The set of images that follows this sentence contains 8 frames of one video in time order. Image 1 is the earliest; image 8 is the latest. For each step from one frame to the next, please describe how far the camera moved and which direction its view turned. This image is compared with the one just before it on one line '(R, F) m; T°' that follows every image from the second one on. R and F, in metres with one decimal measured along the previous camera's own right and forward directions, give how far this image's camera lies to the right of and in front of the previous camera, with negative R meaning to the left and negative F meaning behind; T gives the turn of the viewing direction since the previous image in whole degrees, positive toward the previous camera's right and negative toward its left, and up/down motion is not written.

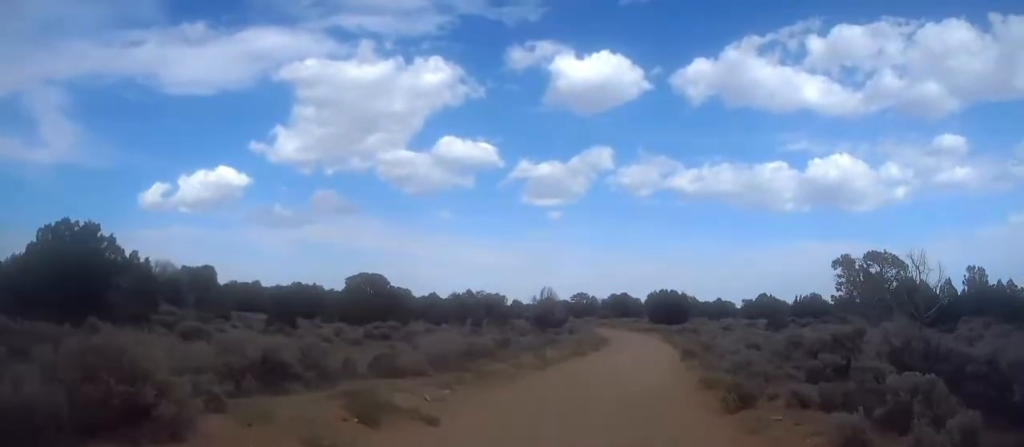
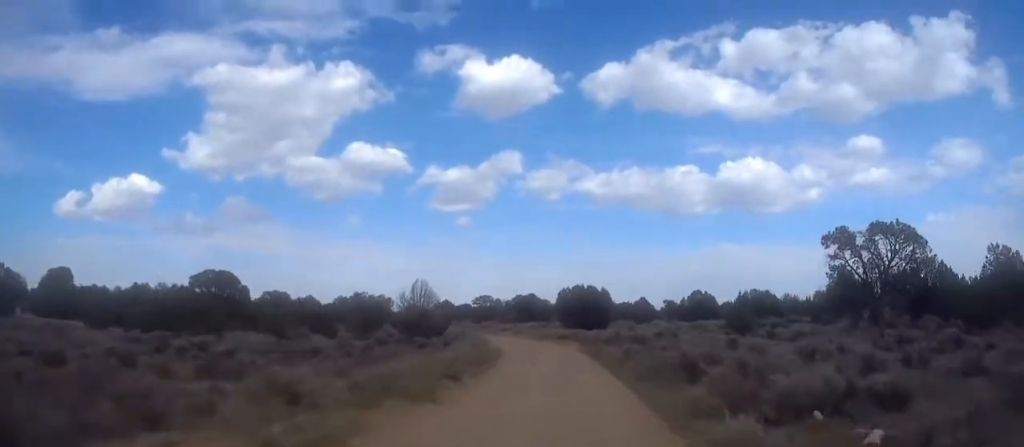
(+0.8, +24.8) m; +4°
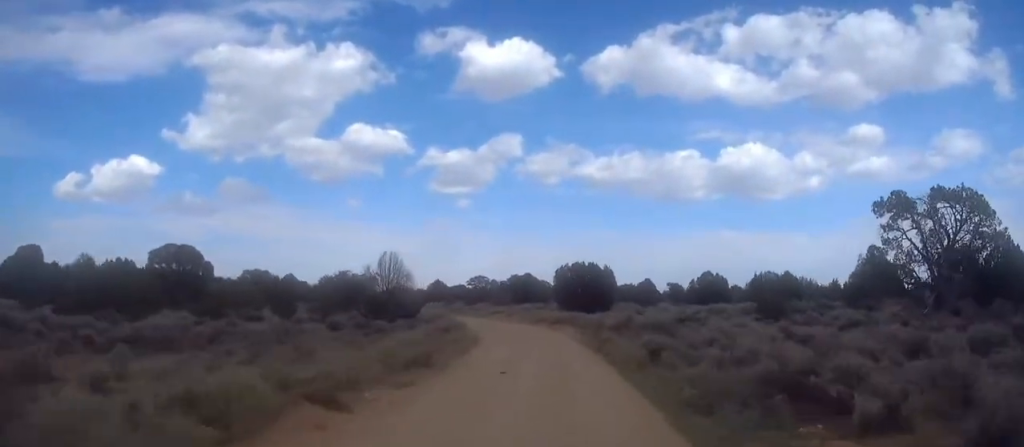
(0.0, +11.1) m; +1°
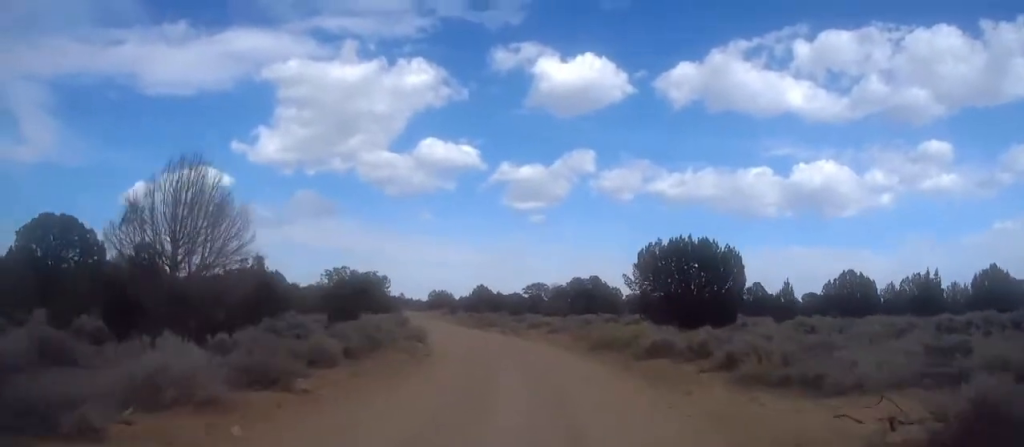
(+0.6, +39.0) m; -3°
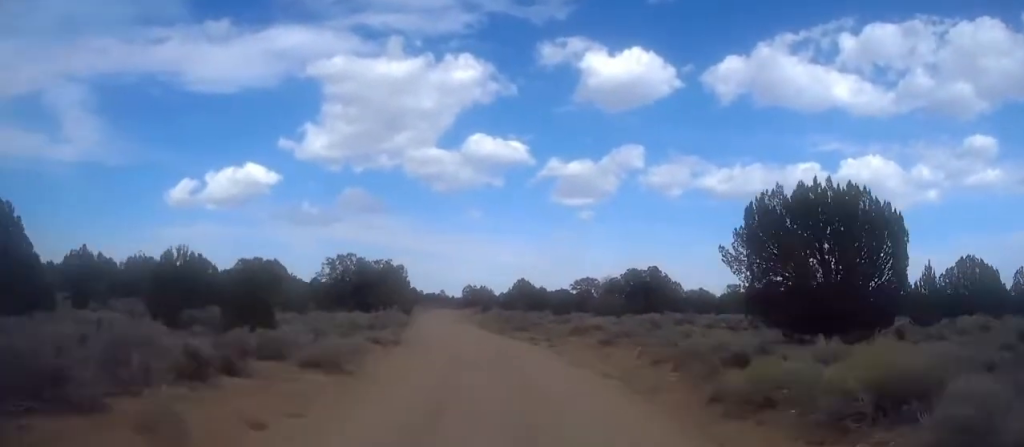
(-0.8, +18.7) m; -5°
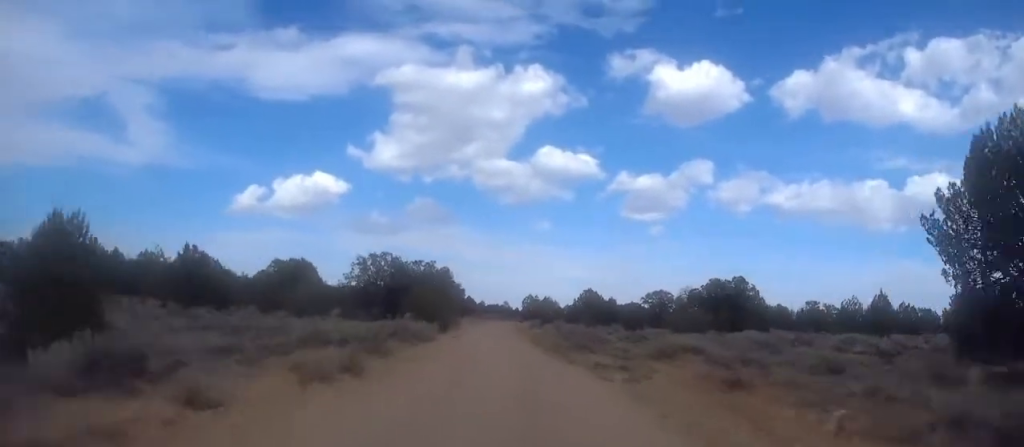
(-0.6, +13.2) m; -5°
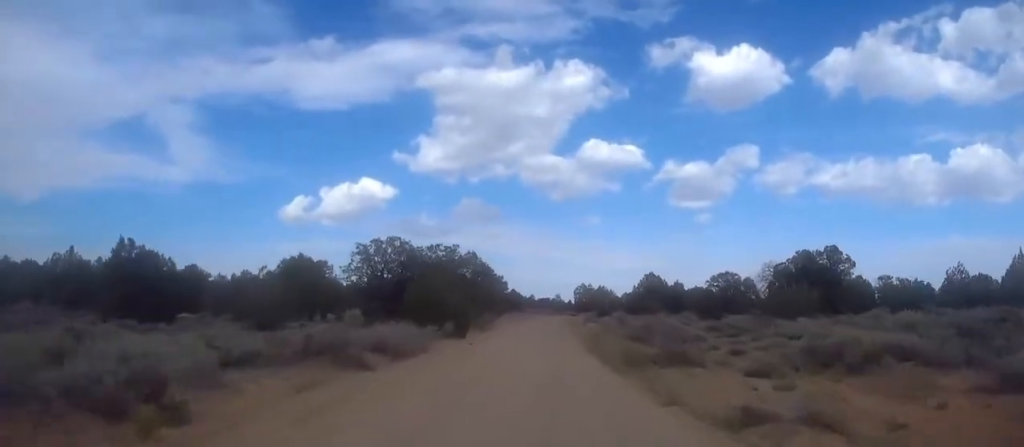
(-0.8, +15.6) m; -5°
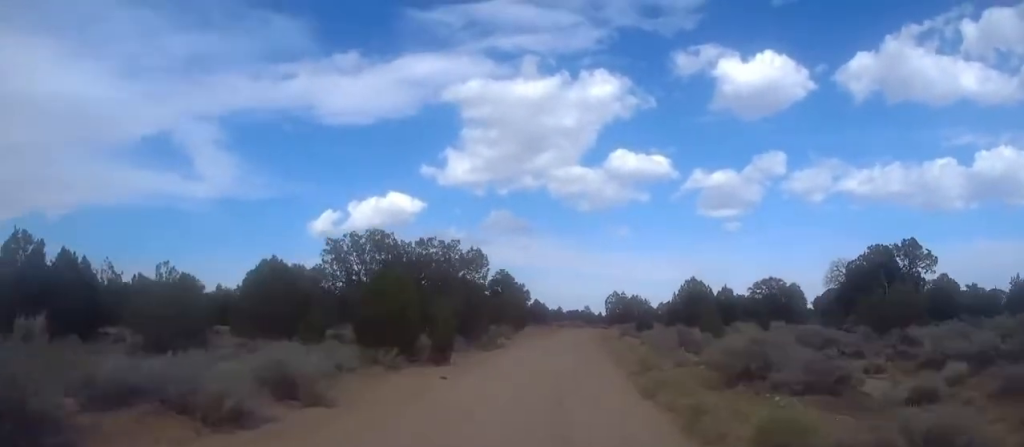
(-0.5, +12.2) m; -4°
